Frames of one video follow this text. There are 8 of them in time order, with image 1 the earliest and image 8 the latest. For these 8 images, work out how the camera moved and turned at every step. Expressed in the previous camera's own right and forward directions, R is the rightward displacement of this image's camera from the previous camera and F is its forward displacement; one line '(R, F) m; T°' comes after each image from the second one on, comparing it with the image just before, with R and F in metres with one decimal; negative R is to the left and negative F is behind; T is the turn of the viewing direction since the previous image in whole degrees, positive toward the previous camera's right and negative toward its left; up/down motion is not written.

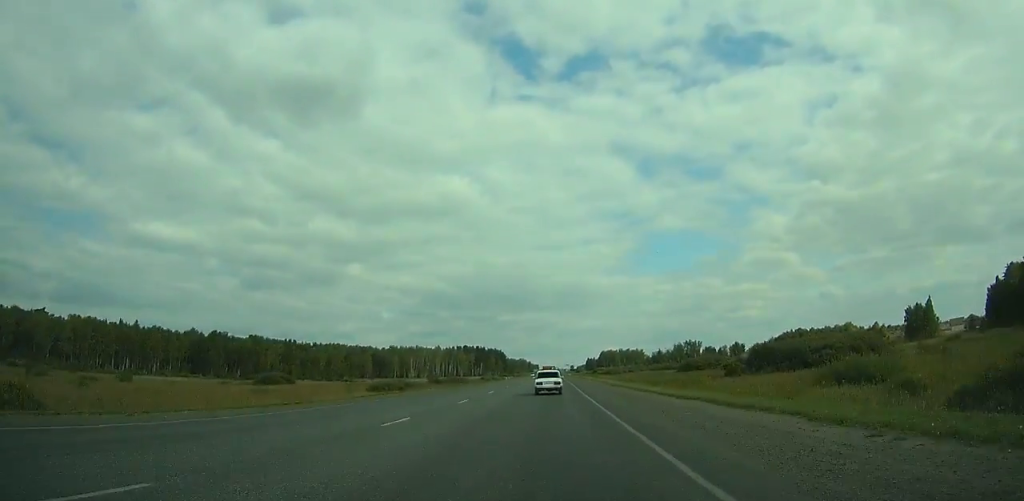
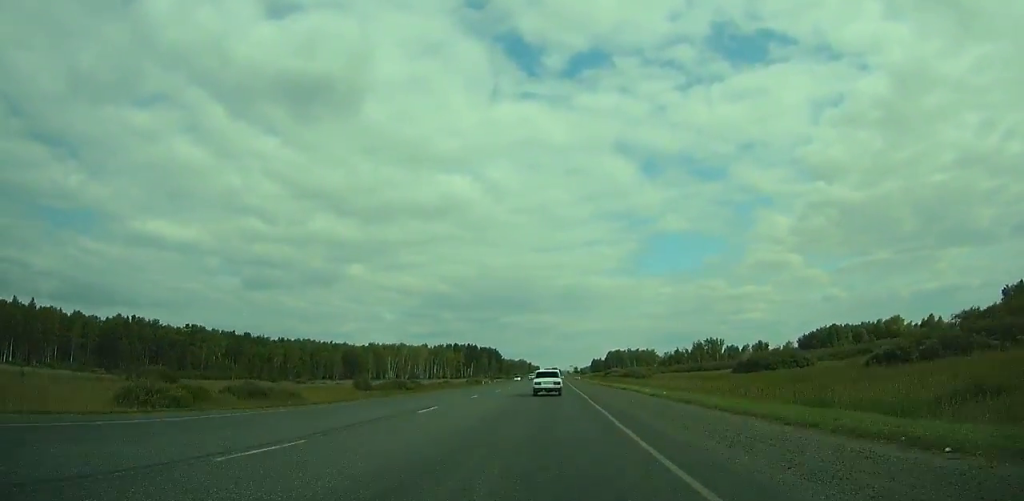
(0.0, +55.7) m; 0°
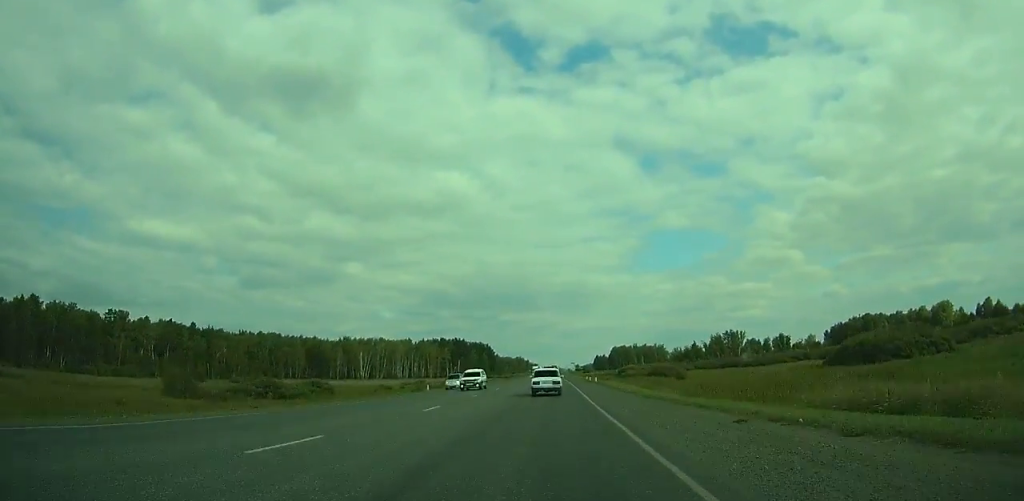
(-0.3, +47.3) m; 0°
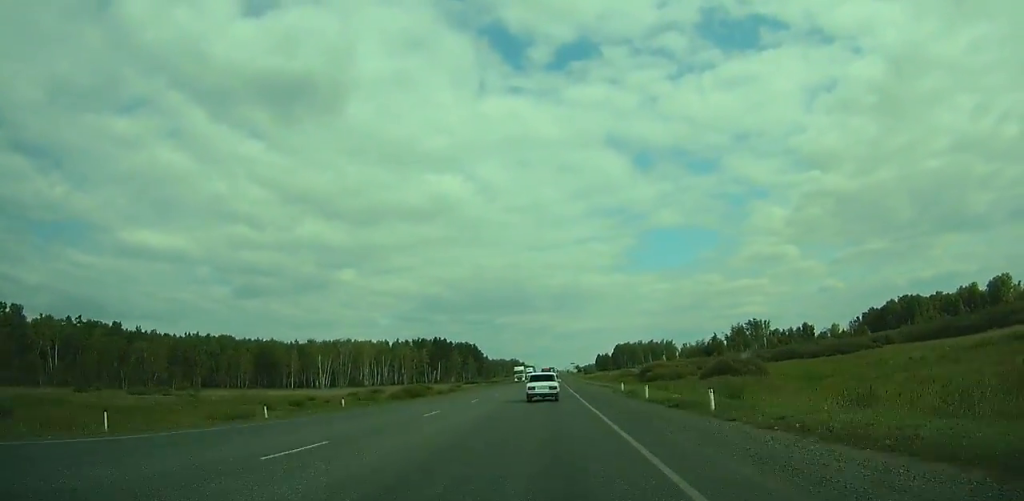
(0.0, +47.2) m; 0°
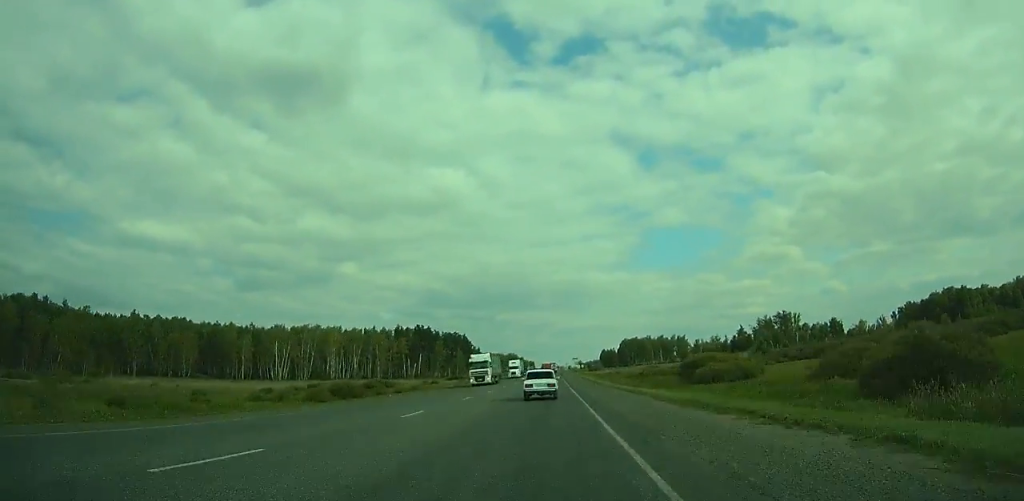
(0.0, +38.8) m; 0°
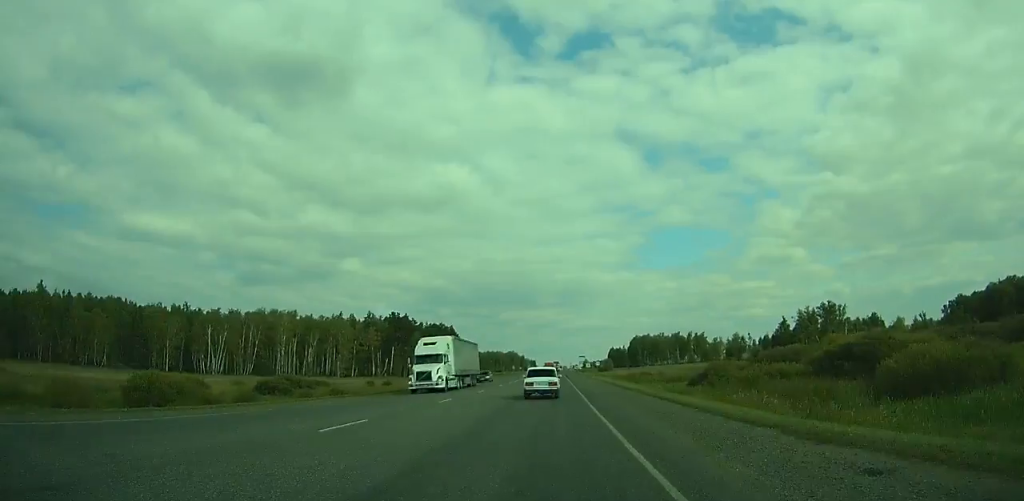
(+0.2, +42.7) m; 0°
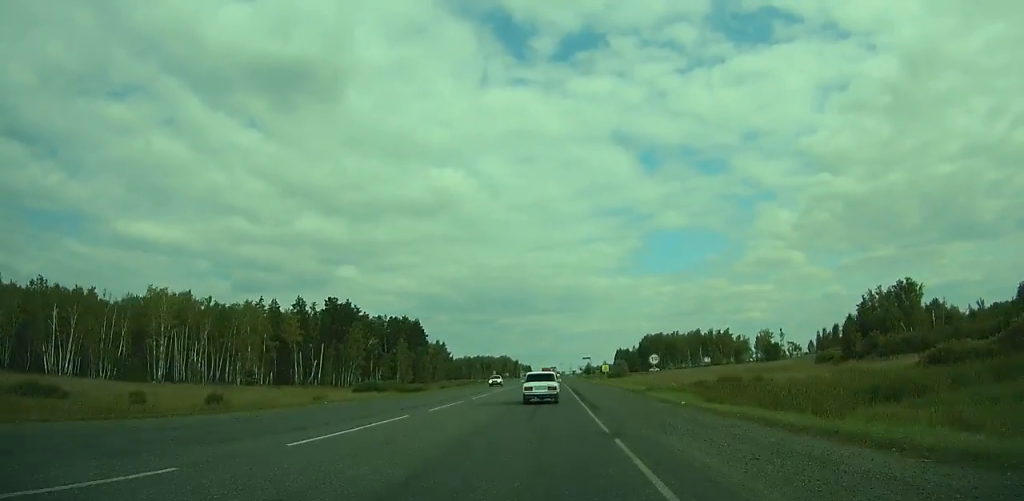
(-0.3, +56.4) m; 0°
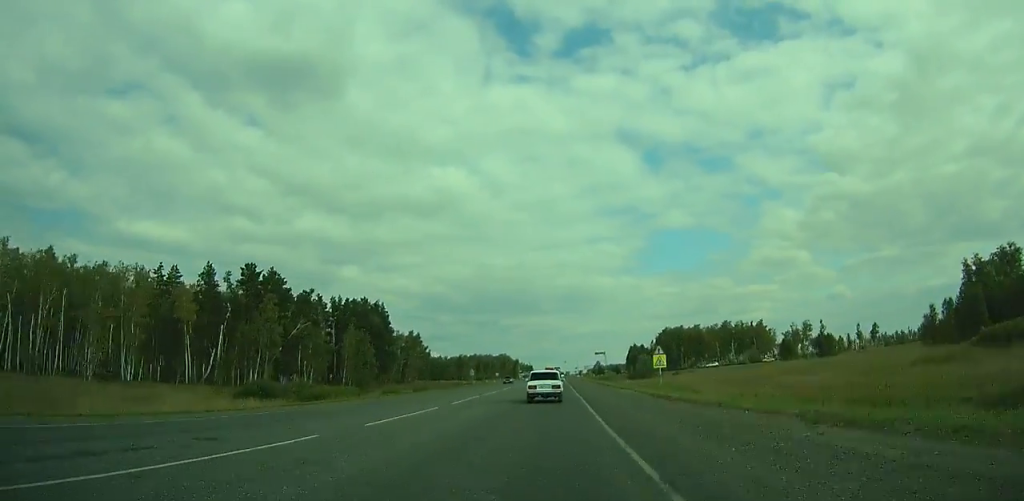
(0.0, +43.8) m; 0°
